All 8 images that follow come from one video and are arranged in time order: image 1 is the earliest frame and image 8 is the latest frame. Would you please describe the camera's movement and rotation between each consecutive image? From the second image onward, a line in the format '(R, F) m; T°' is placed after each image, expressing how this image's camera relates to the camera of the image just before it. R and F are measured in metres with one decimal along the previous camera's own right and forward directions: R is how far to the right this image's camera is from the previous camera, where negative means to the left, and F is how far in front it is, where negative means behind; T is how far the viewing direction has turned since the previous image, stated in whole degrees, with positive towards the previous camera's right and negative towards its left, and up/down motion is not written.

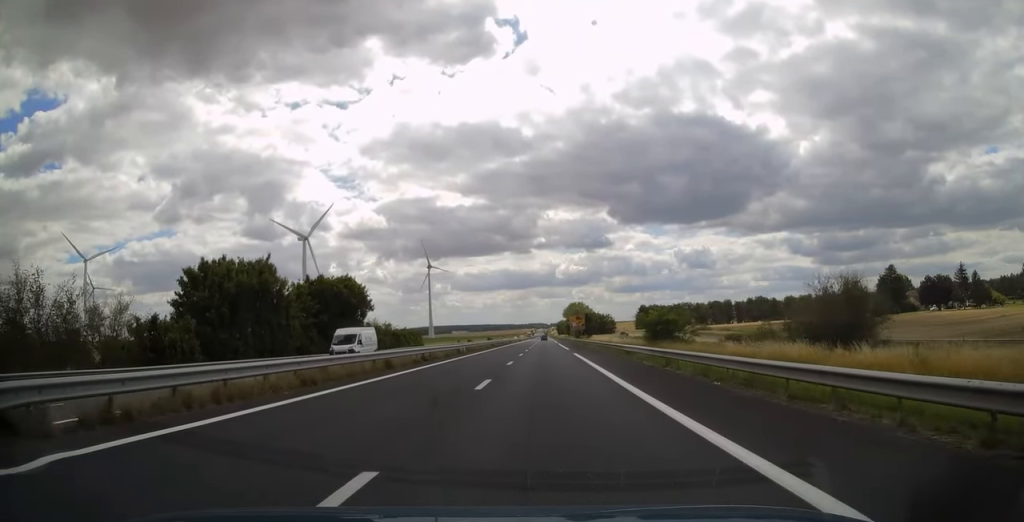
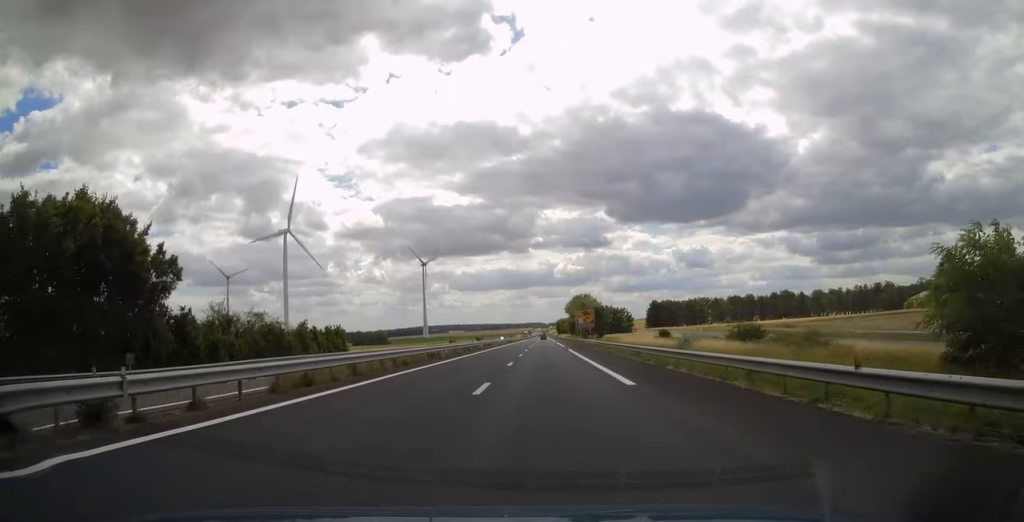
(+0.4, +39.3) m; +1°
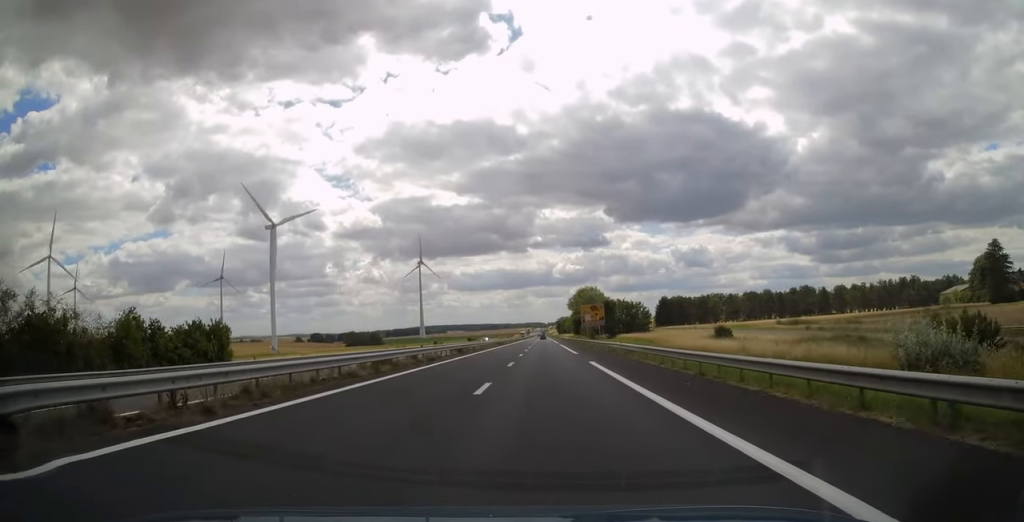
(0.0, +25.0) m; 0°
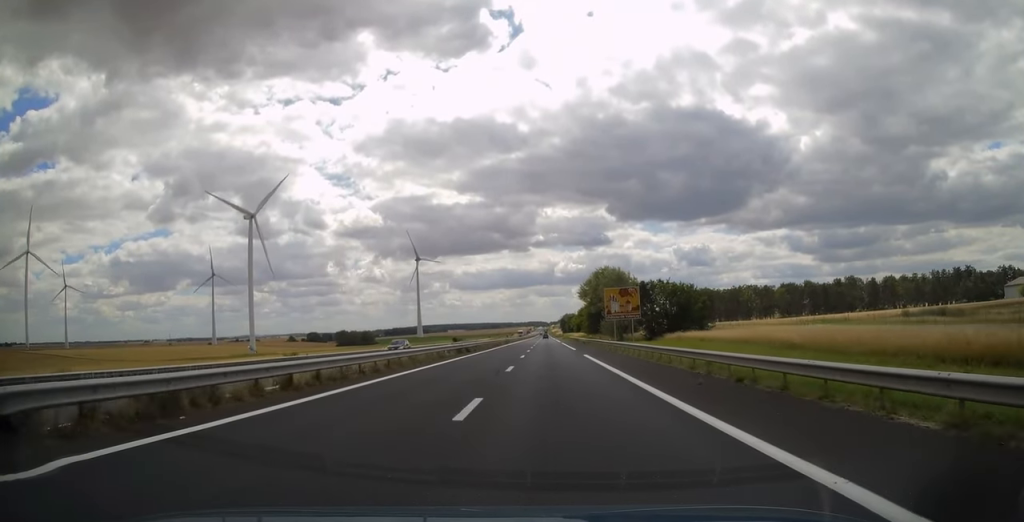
(0.0, +42.2) m; 0°
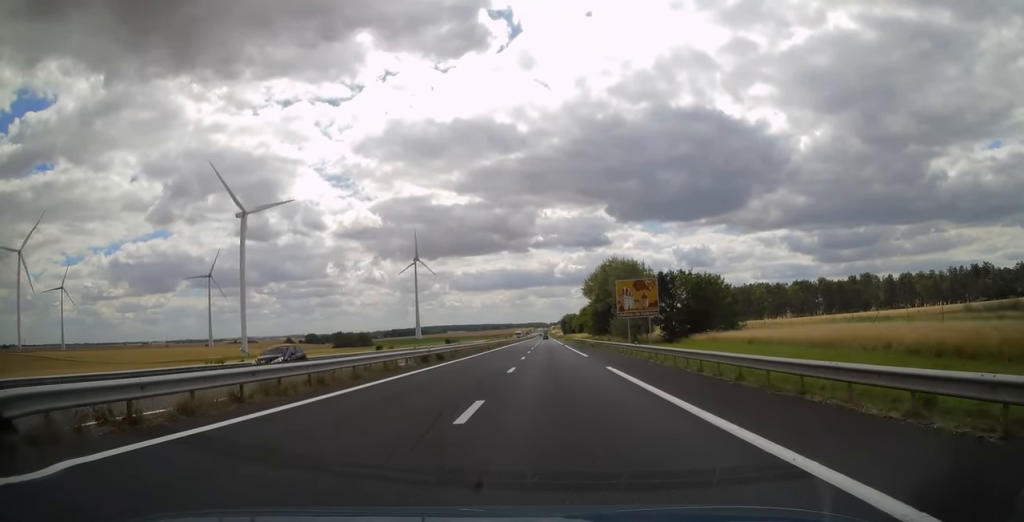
(+0.1, +12.8) m; 0°
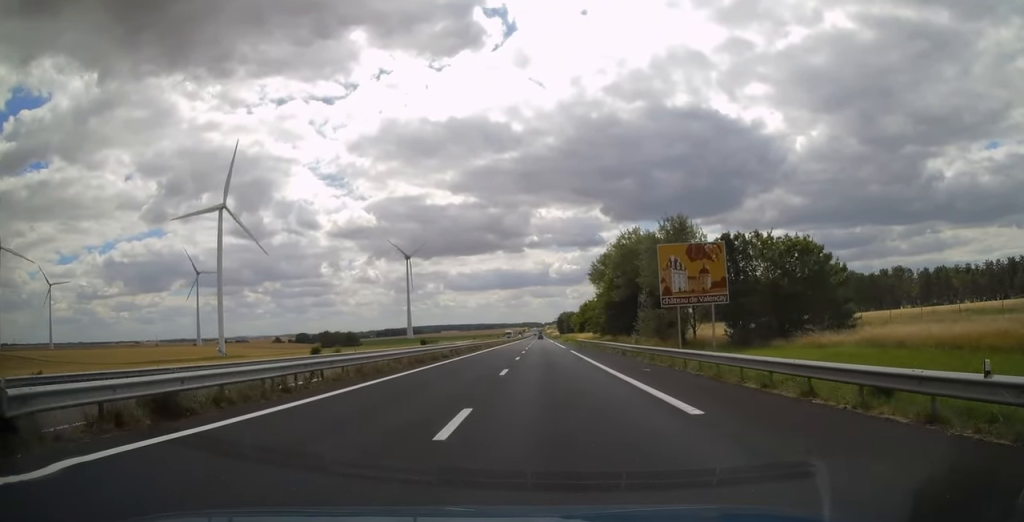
(-0.3, +26.5) m; +1°
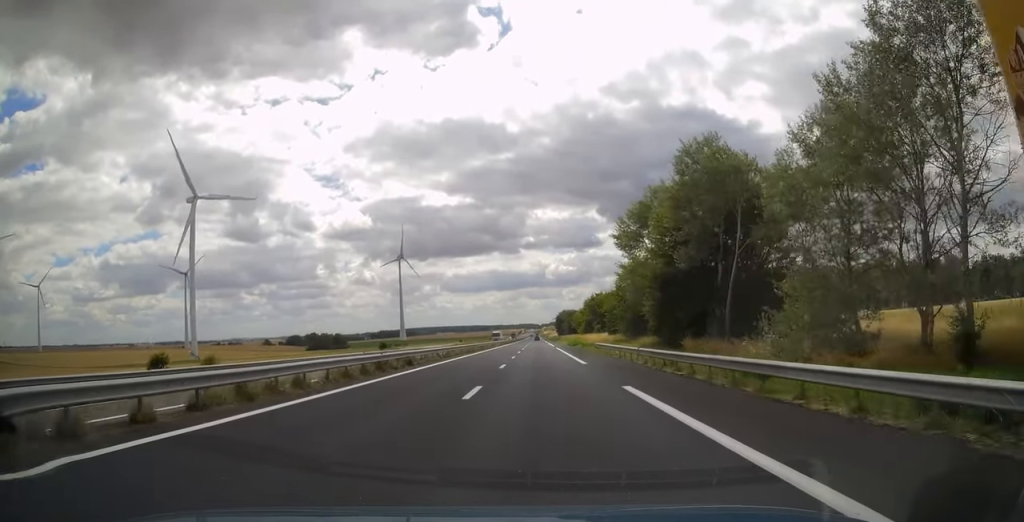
(+0.6, +32.4) m; +1°
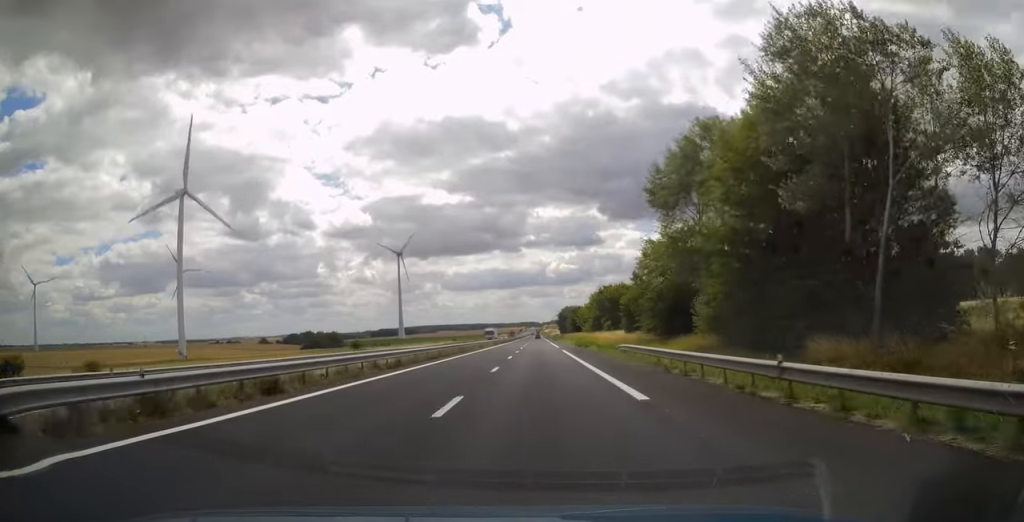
(-0.1, +15.7) m; 0°
